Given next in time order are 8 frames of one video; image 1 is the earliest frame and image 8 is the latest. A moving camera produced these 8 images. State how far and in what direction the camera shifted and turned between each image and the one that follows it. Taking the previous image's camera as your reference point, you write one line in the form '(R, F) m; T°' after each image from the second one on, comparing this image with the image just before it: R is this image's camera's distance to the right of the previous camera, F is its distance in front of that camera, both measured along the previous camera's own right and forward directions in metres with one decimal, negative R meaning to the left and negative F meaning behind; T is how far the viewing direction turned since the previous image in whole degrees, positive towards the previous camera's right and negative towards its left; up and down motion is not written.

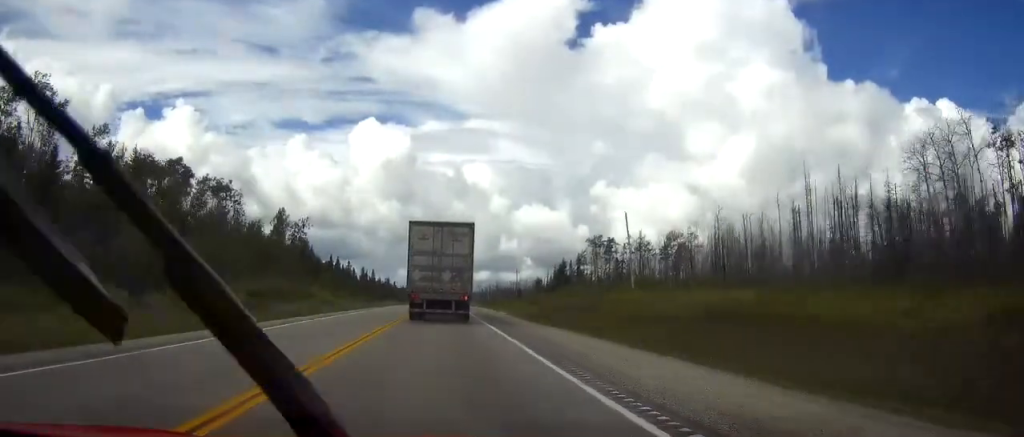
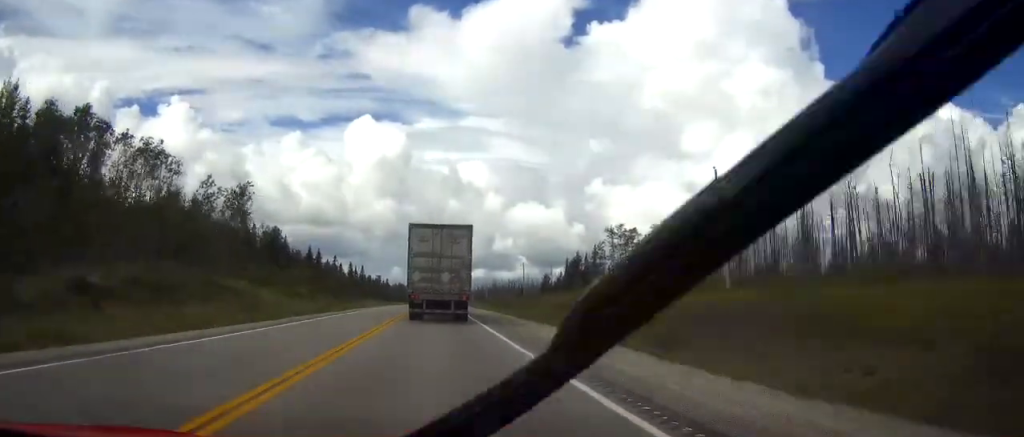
(-0.2, +27.1) m; 0°
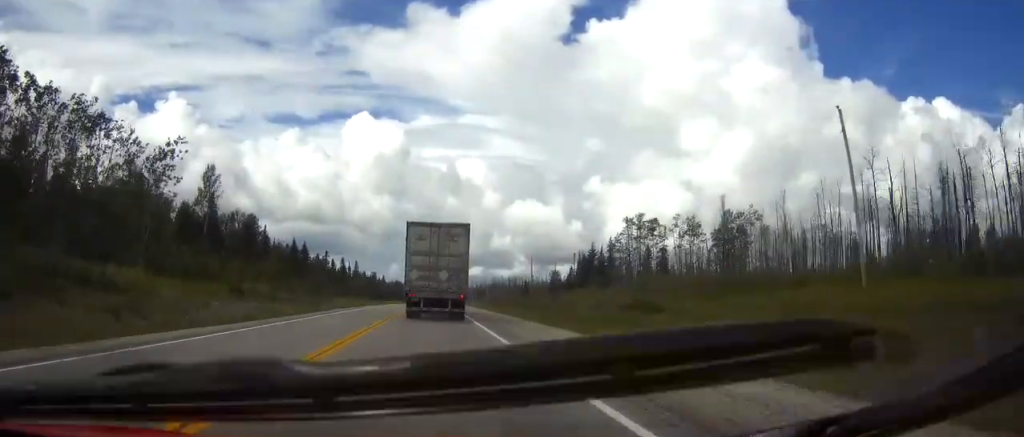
(+0.1, +17.8) m; 0°
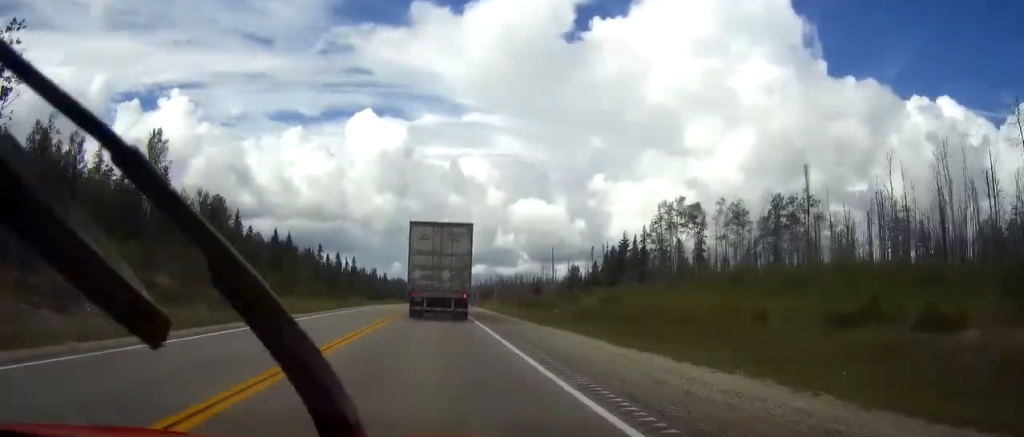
(0.0, +23.1) m; 0°
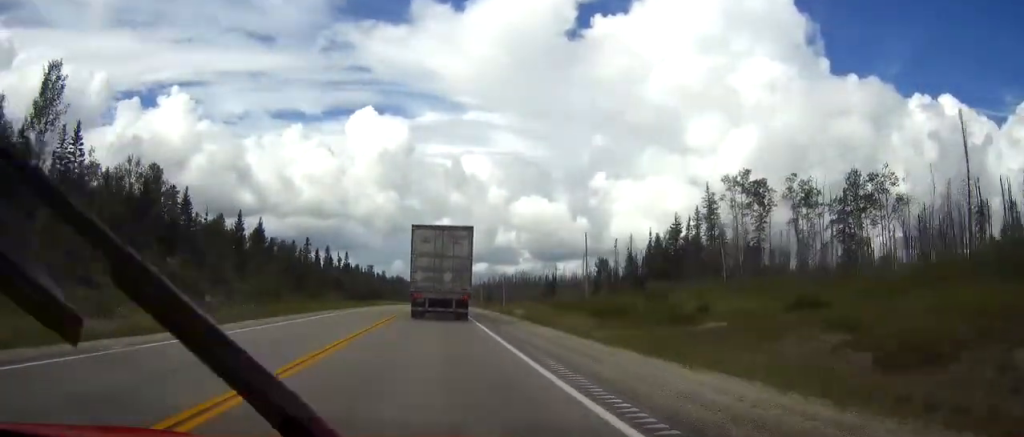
(+0.1, +27.6) m; 0°
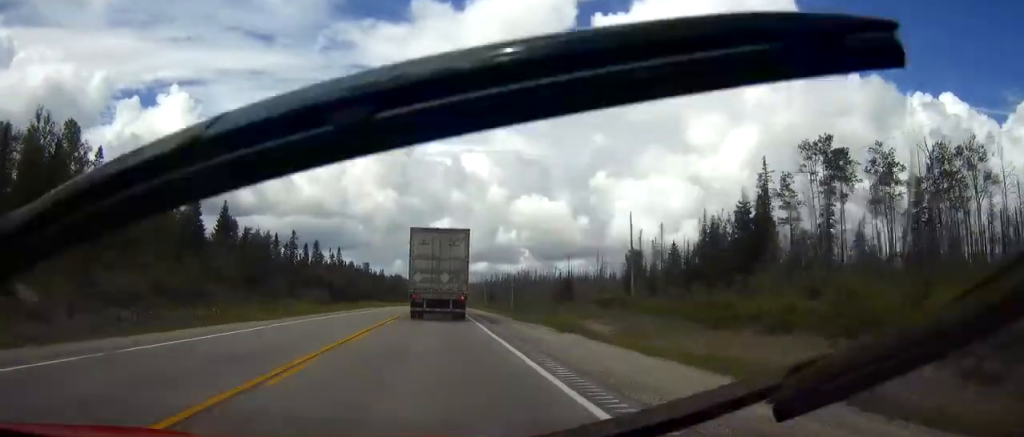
(0.0, +23.0) m; 0°
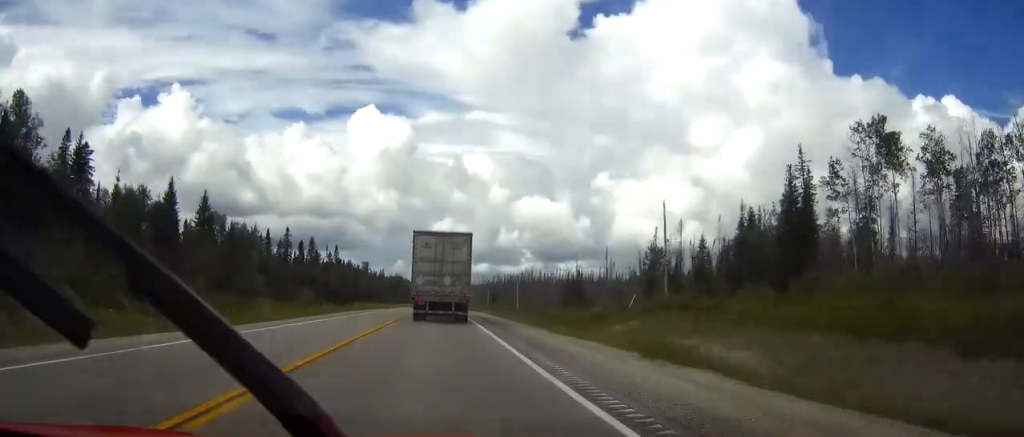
(0.0, +10.8) m; 0°
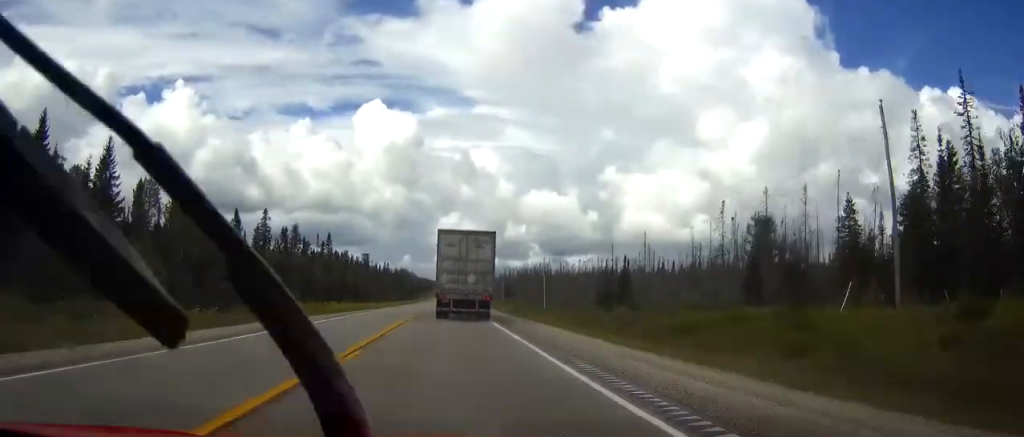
(-0.1, +33.9) m; 0°
